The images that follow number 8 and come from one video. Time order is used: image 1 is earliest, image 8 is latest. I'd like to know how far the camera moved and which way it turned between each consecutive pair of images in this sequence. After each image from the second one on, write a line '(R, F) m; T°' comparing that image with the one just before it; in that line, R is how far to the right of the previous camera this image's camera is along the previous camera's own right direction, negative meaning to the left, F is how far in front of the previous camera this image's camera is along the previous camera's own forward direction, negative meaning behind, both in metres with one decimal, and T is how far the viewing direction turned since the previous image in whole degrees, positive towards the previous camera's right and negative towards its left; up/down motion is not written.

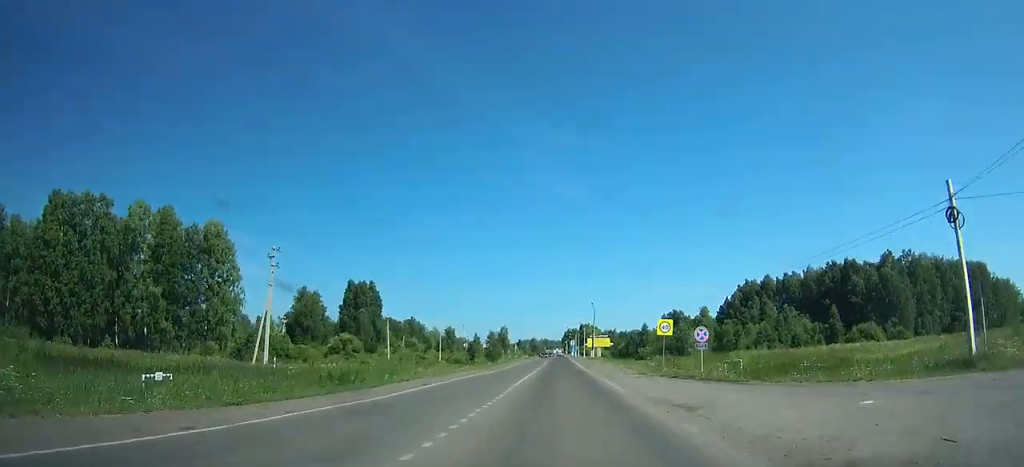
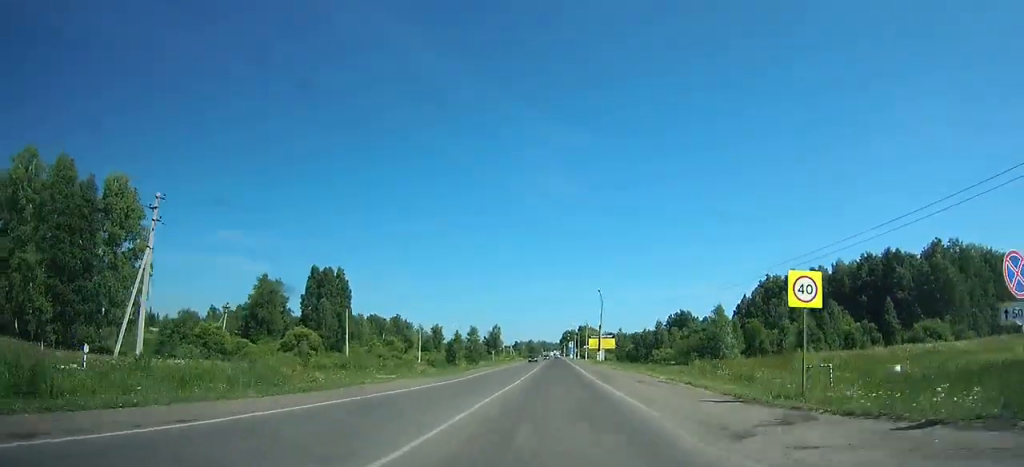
(0.0, +18.8) m; 0°
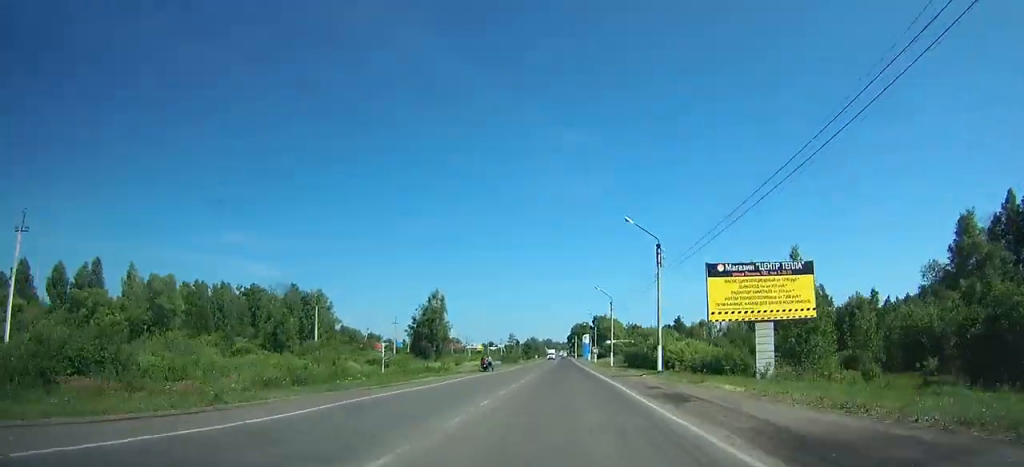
(+2.7, +103.7) m; +1°
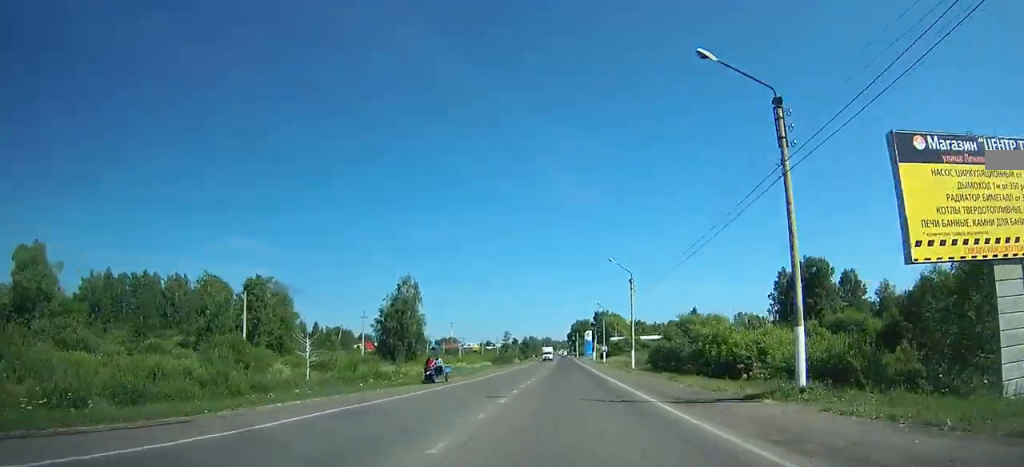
(-0.3, +18.8) m; -1°
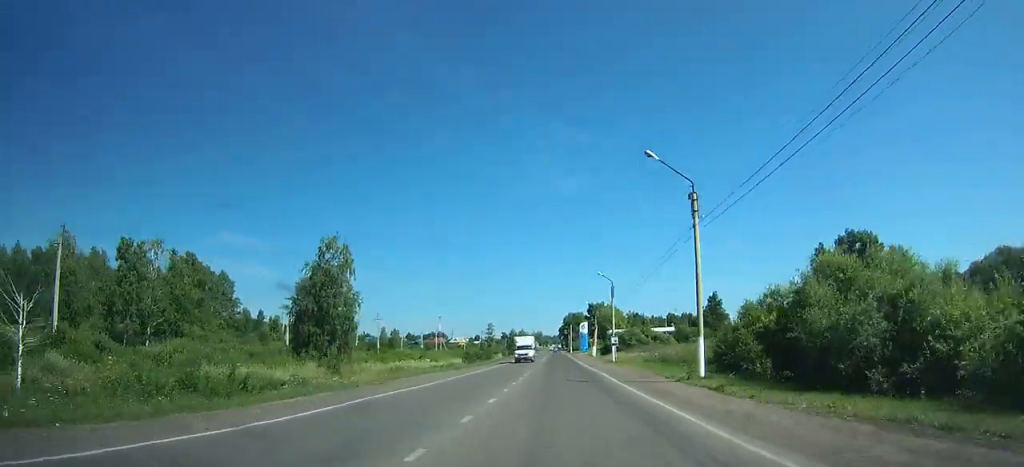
(-1.3, +25.5) m; -1°
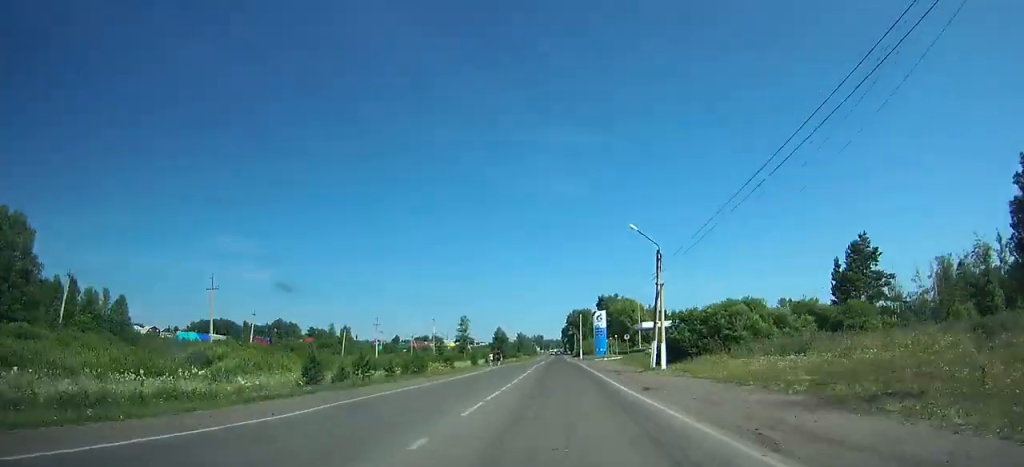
(+0.9, +56.6) m; +1°
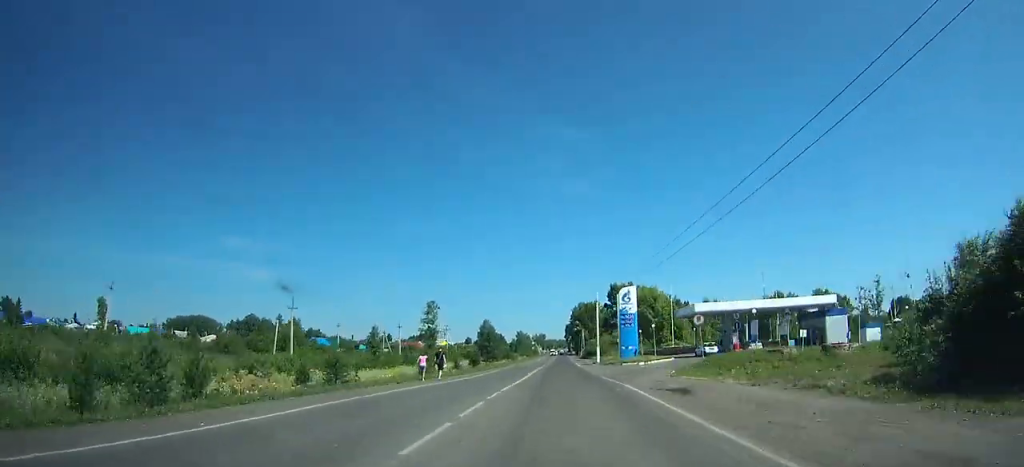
(0.0, +36.6) m; 0°
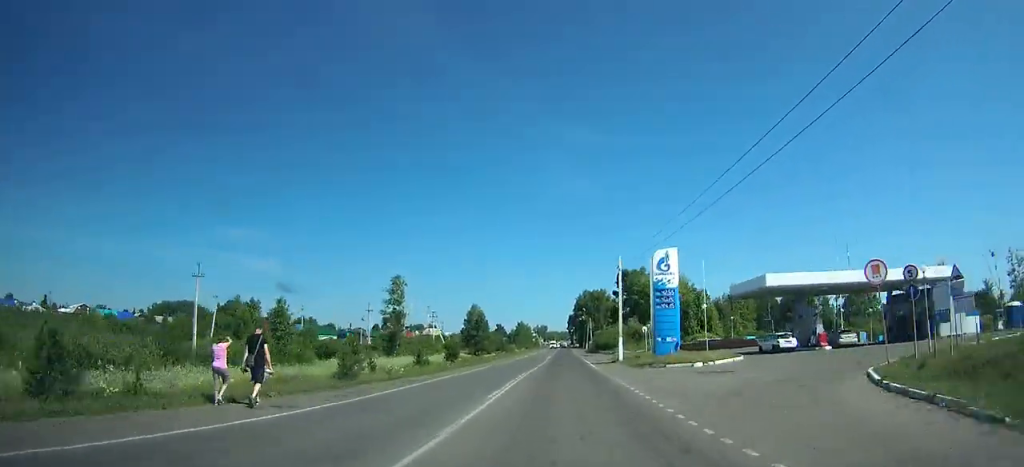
(0.0, +21.1) m; +1°
